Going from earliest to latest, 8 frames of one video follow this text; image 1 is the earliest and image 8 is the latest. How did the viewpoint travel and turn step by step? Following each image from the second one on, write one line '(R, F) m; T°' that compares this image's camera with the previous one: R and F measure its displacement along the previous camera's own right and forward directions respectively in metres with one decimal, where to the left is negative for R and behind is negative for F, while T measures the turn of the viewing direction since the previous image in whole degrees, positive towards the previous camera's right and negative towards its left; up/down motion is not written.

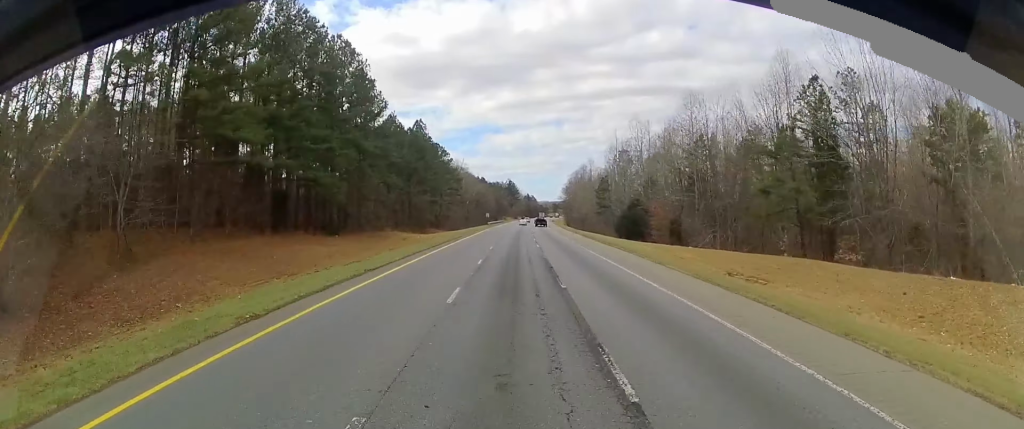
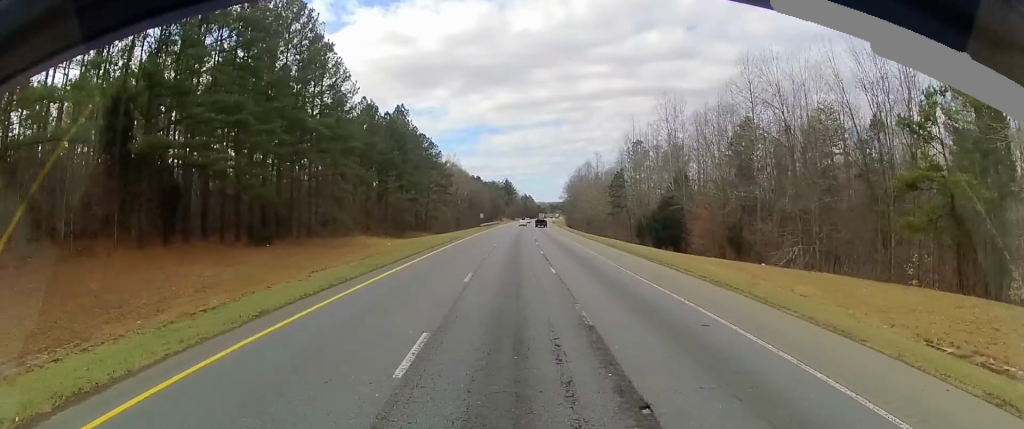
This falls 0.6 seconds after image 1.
(0.0, +19.3) m; 0°
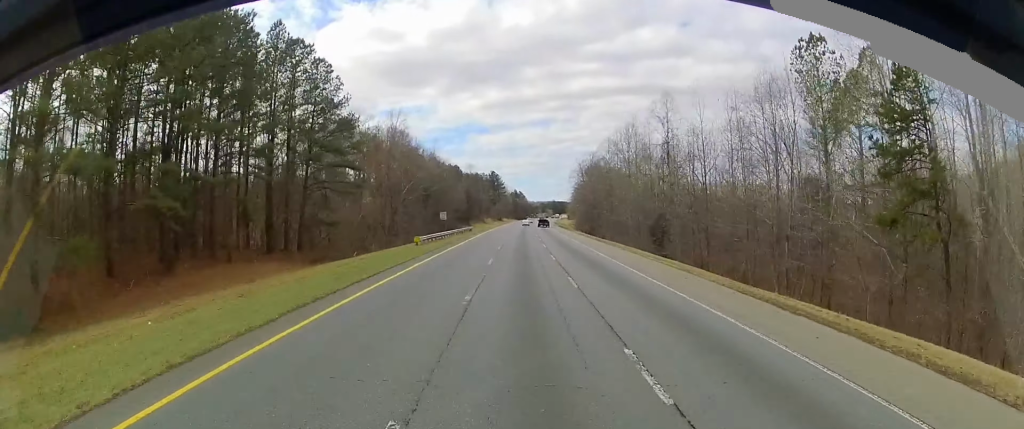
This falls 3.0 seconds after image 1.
(0.0, +77.6) m; 0°
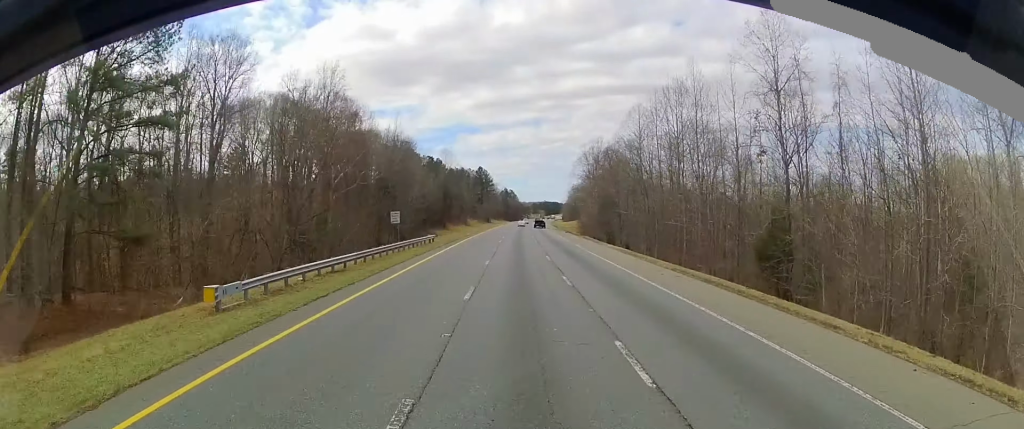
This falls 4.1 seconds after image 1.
(0.0, +35.6) m; 0°
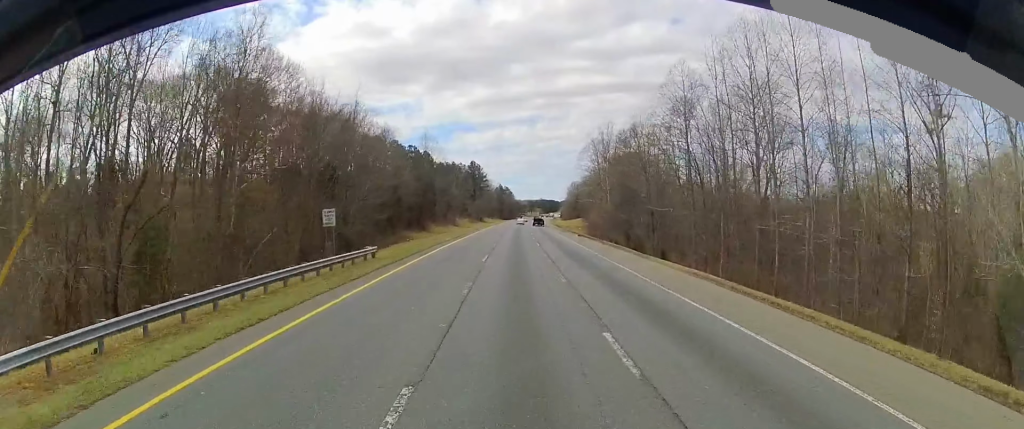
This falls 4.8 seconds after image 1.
(0.0, +23.7) m; 0°
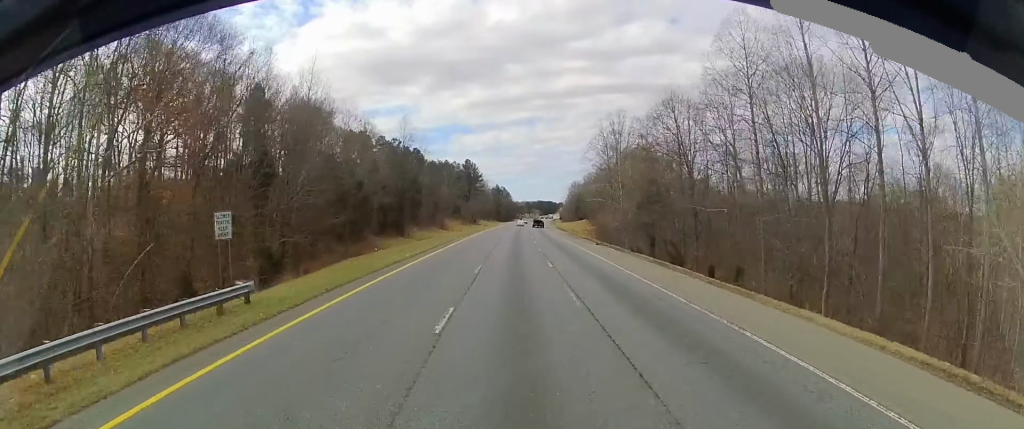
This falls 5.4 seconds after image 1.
(0.0, +17.3) m; +1°
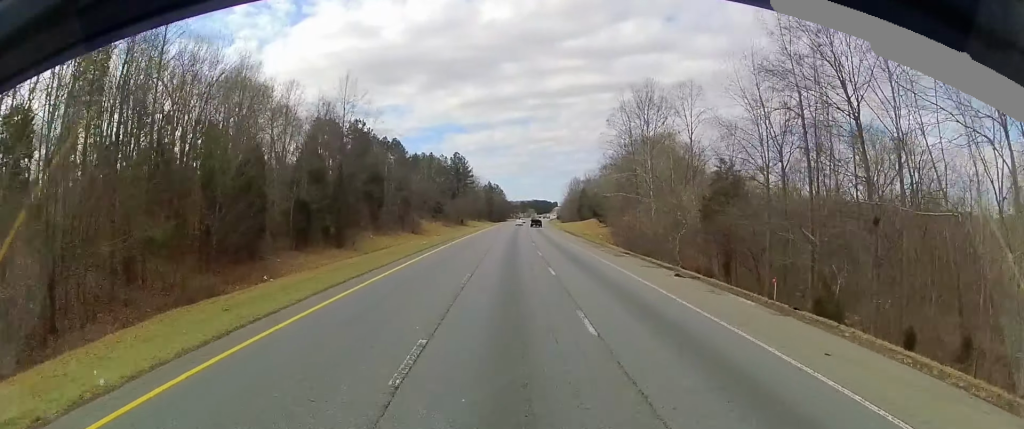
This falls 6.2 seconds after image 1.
(+0.2, +28.0) m; +3°
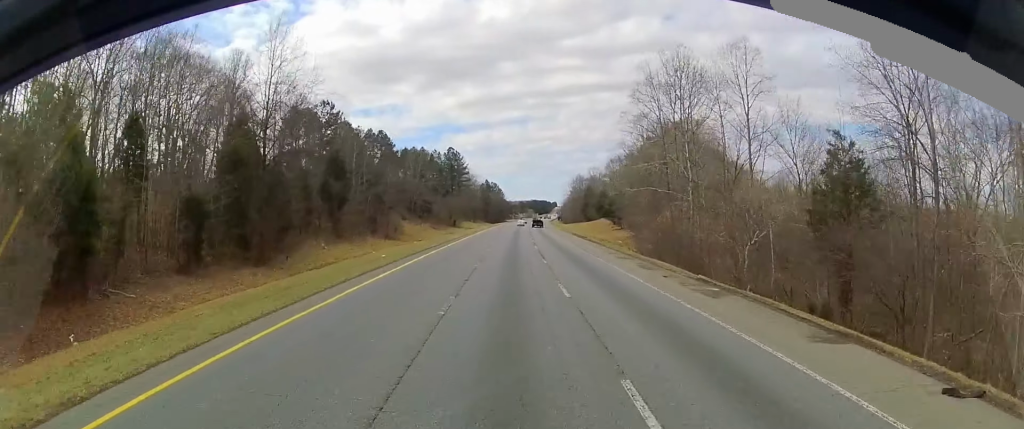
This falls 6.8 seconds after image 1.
(+1.2, +18.3) m; +1°
